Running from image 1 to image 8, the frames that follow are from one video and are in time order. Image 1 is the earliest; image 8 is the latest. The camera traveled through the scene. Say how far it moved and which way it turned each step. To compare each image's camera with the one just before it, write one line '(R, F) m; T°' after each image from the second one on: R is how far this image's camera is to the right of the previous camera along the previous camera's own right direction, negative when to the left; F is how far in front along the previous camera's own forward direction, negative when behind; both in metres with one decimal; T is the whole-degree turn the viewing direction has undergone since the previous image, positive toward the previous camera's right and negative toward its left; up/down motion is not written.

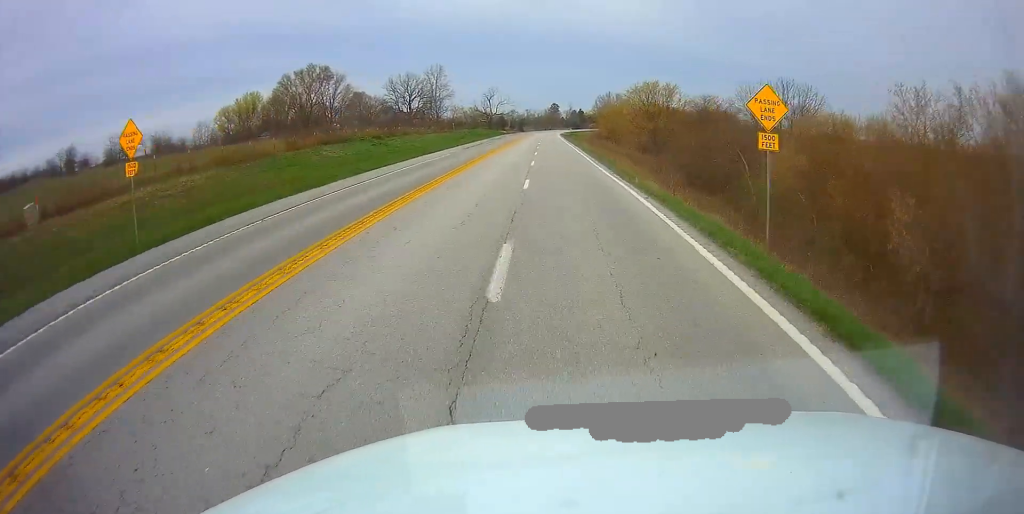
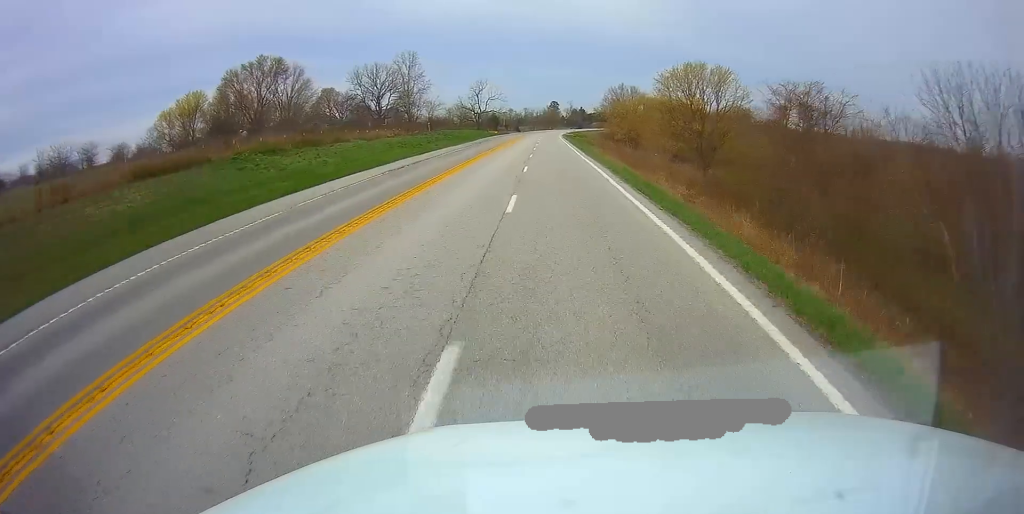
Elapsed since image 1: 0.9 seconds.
(-0.4, +29.0) m; 0°
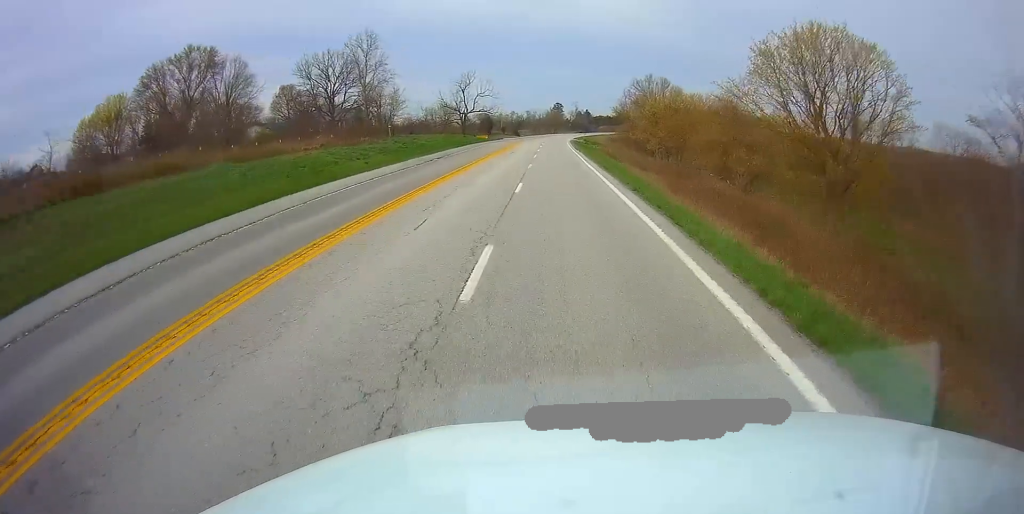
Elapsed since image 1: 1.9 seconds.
(+0.5, +31.2) m; +1°
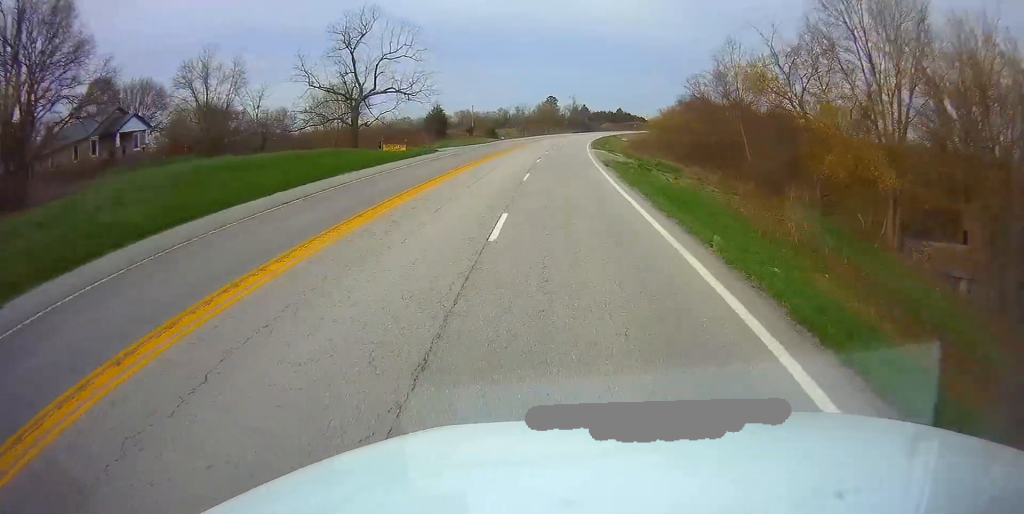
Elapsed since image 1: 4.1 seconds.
(+0.2, +68.6) m; +1°
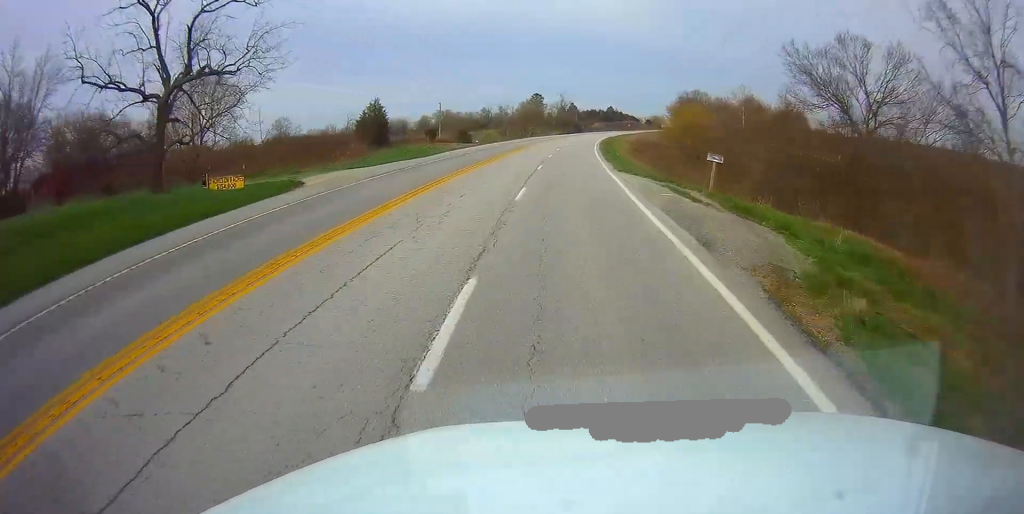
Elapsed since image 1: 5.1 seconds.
(+0.2, +29.9) m; +1°
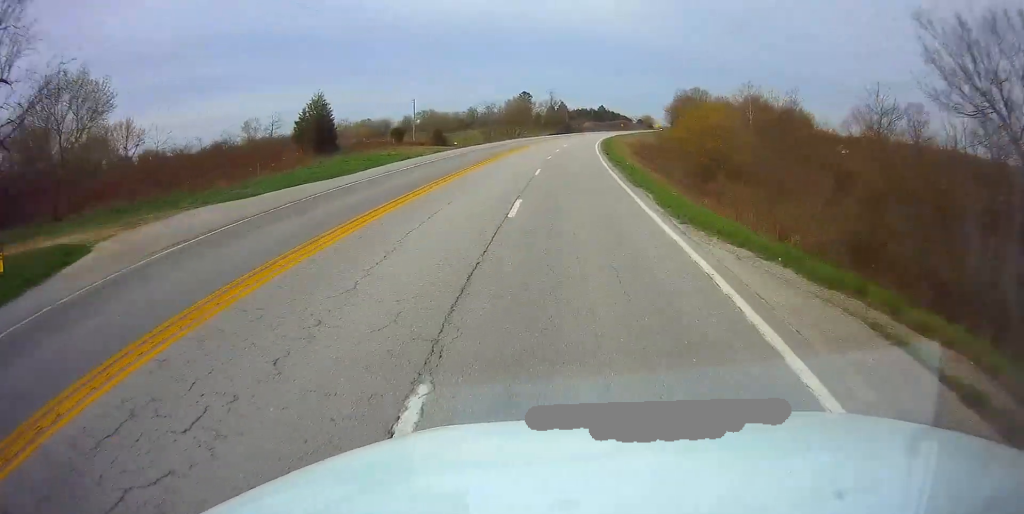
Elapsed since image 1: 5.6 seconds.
(-0.2, +15.5) m; +1°
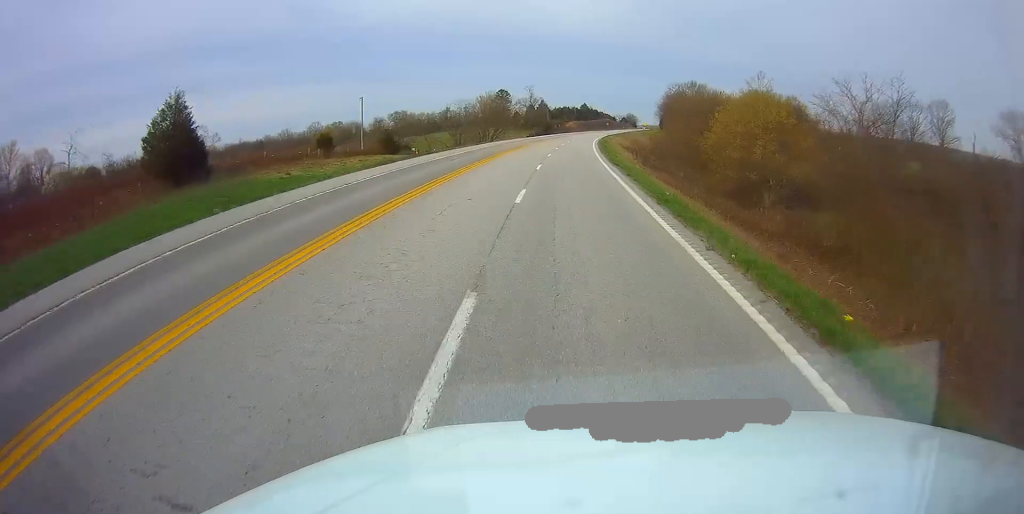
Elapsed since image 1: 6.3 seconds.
(+0.7, +21.7) m; +2°
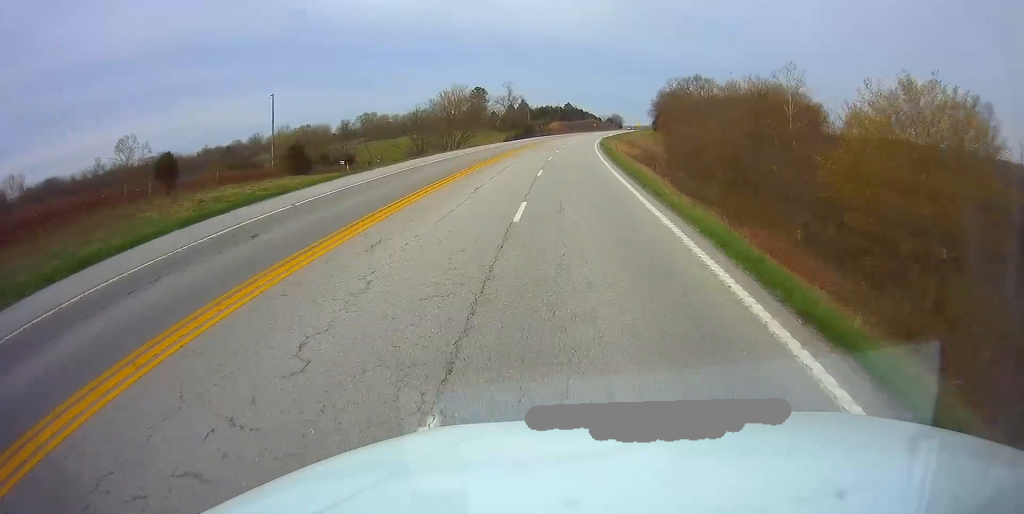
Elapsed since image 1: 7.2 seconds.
(+0.5, +26.8) m; +2°
